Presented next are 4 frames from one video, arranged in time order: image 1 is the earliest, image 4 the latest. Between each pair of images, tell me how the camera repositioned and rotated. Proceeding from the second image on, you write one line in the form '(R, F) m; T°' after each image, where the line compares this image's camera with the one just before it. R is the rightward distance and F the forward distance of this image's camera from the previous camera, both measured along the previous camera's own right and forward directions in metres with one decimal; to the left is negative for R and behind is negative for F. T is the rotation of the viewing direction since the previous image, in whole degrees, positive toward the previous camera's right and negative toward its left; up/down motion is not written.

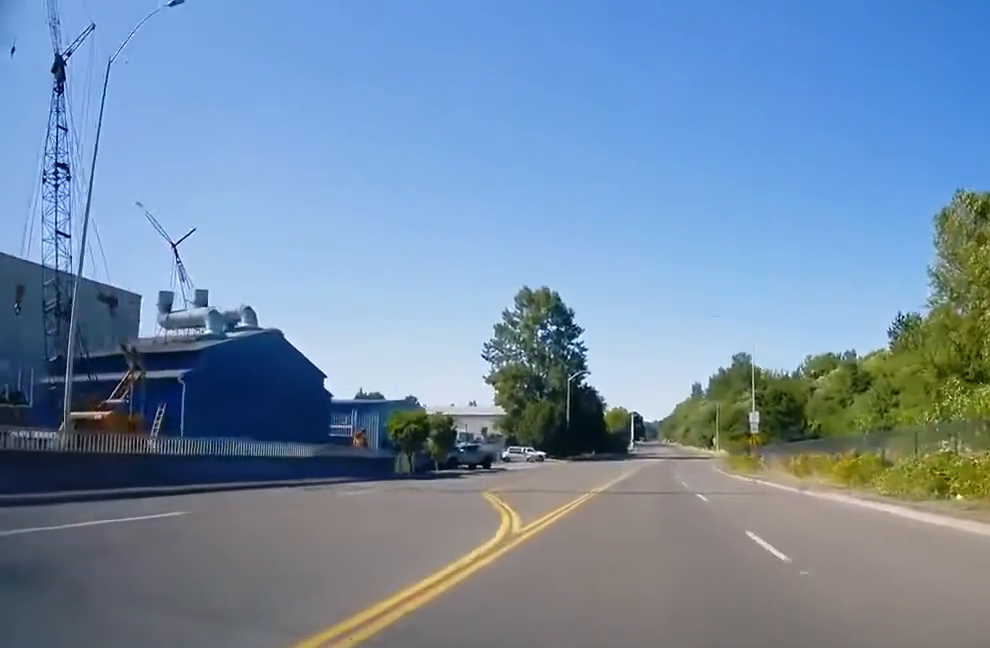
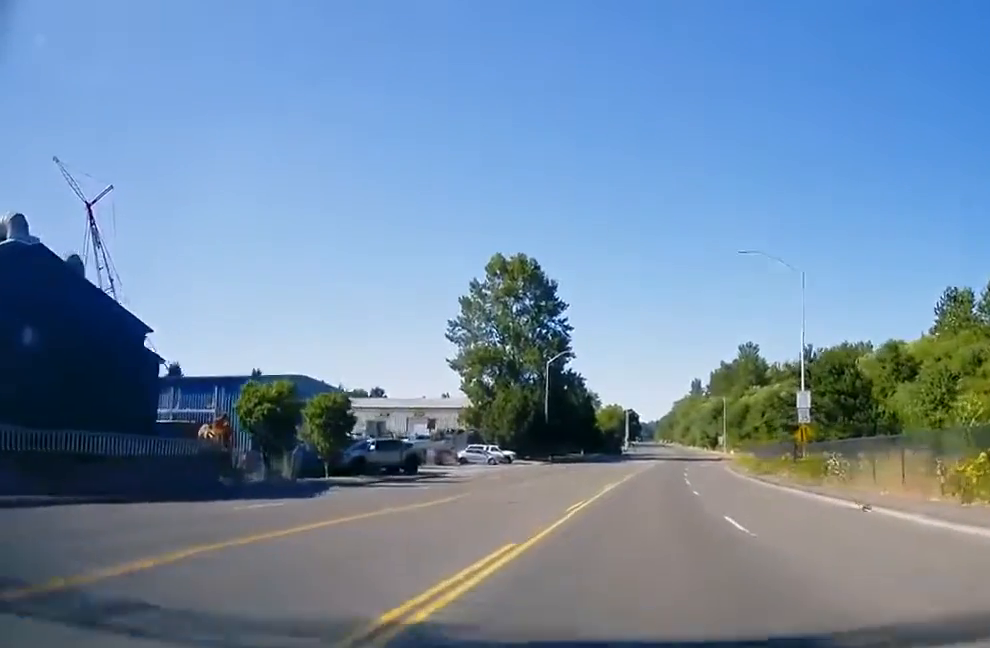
(+0.5, +20.3) m; +2°
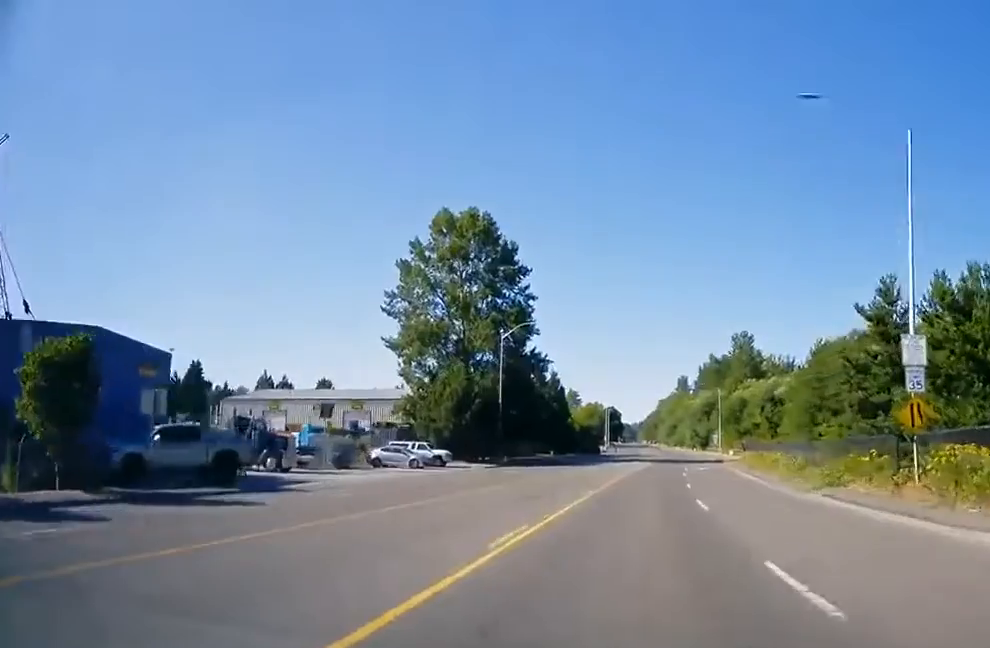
(+0.1, +19.0) m; 0°
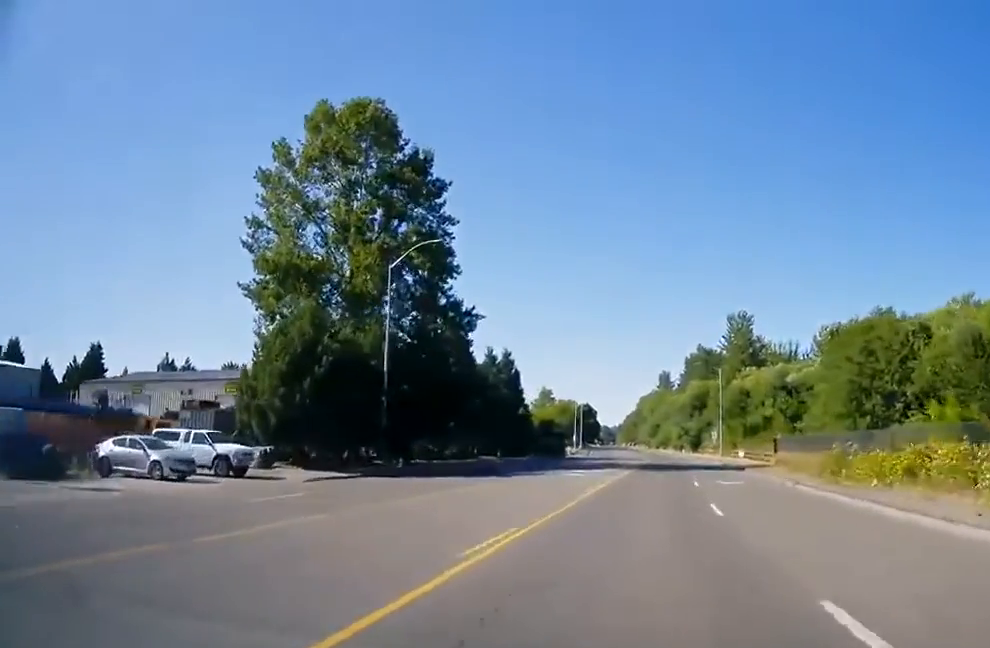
(-0.1, +26.9) m; +1°
